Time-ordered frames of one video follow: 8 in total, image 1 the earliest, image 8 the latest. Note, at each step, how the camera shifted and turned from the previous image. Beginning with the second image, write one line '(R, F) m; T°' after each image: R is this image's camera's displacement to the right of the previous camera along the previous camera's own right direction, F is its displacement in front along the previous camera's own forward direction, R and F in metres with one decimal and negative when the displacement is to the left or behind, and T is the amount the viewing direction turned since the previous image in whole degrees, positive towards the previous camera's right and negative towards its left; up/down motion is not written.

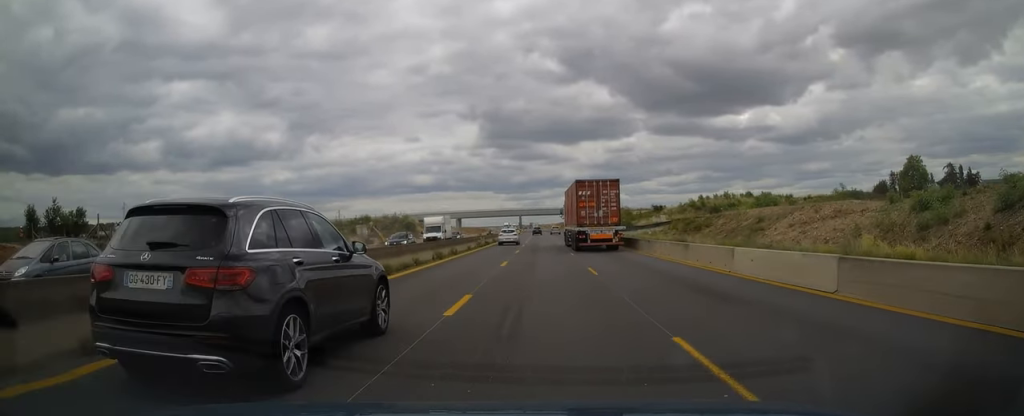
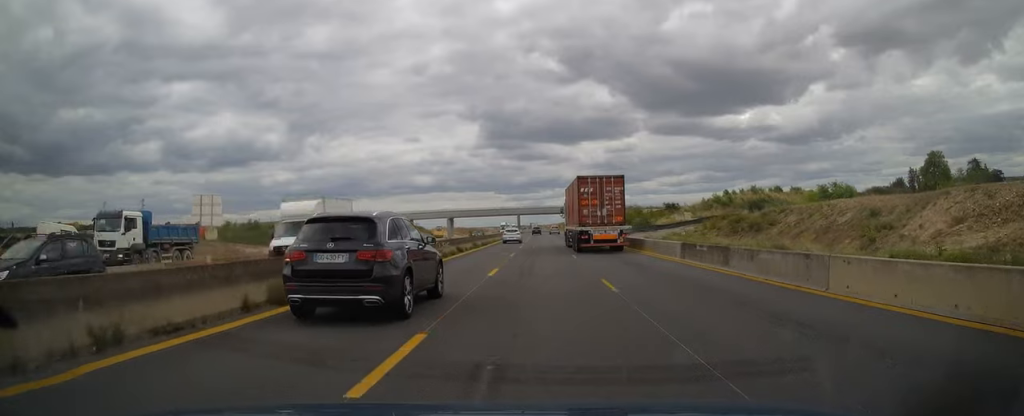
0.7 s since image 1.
(0.0, +17.8) m; 0°
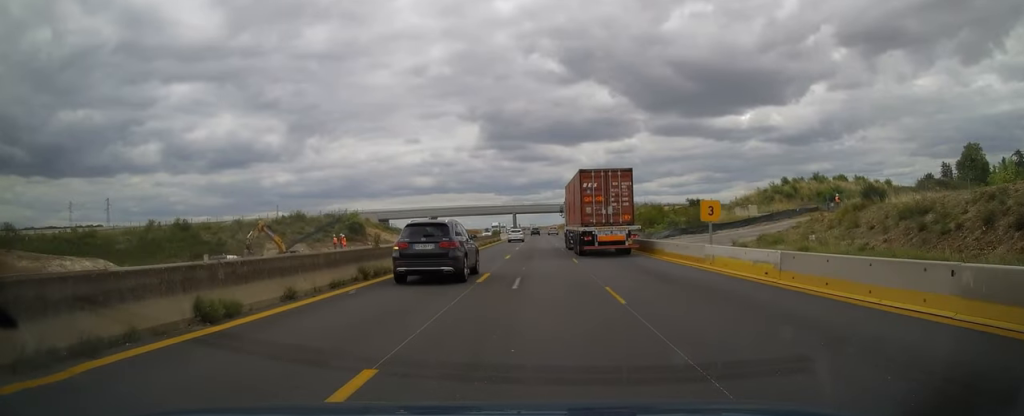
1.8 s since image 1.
(0.0, +27.9) m; 0°
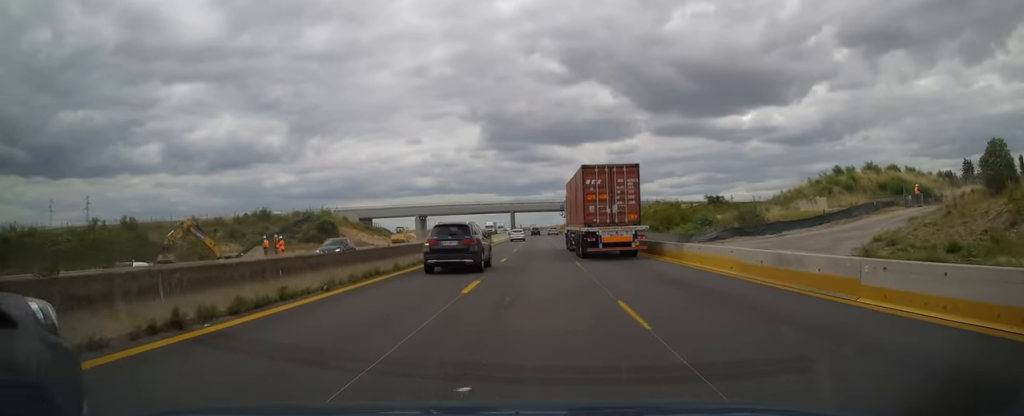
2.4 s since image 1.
(0.0, +15.6) m; 0°
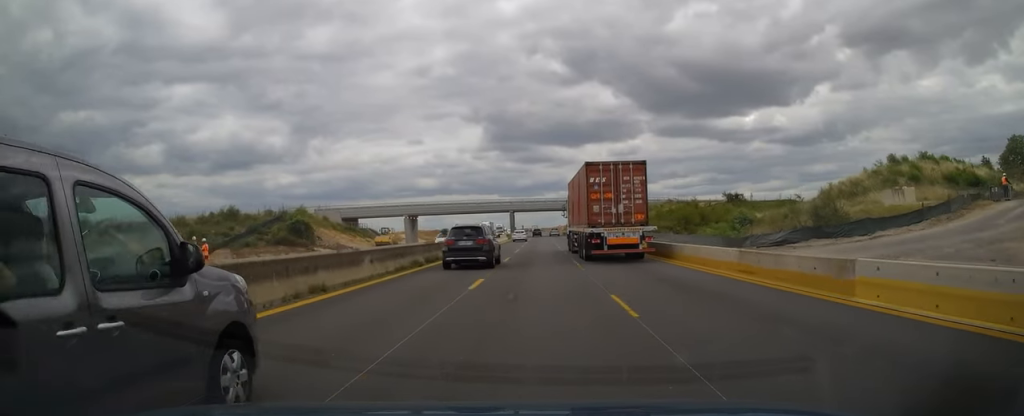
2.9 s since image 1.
(0.0, +11.8) m; 0°
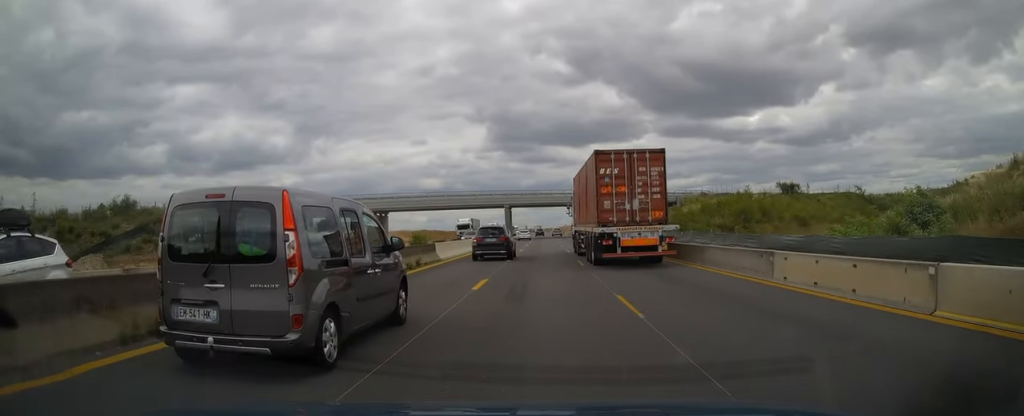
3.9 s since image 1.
(-0.2, +26.1) m; 0°
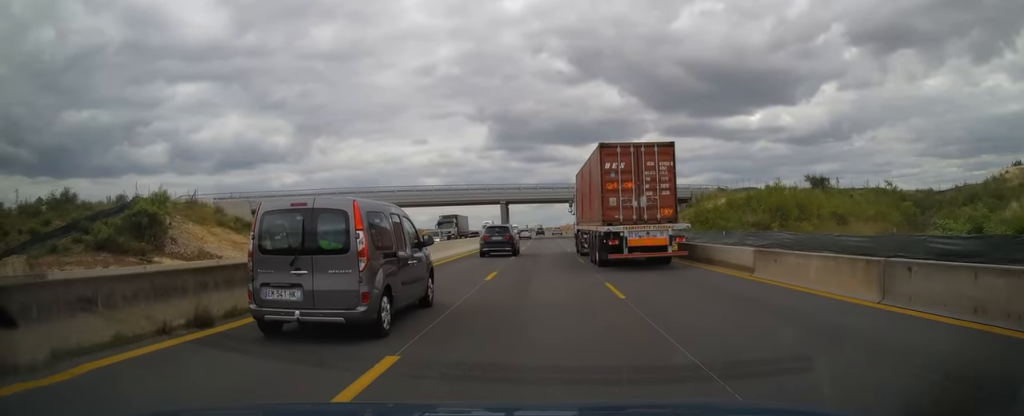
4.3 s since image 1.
(0.0, +10.6) m; 0°
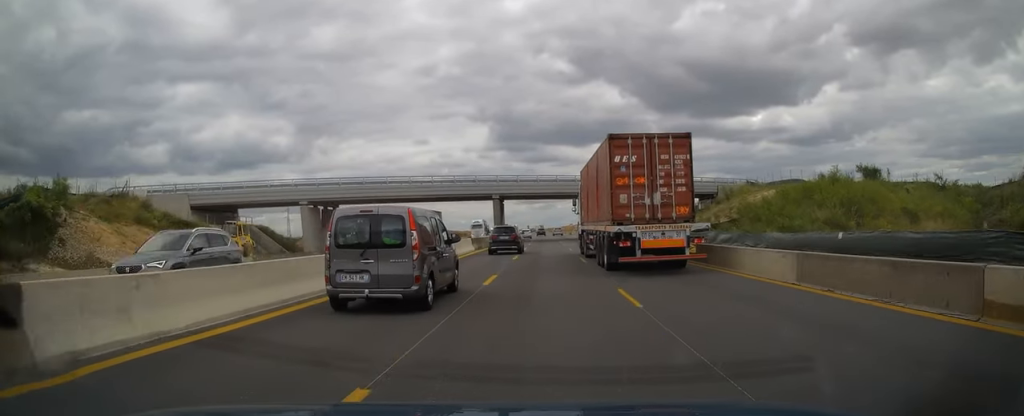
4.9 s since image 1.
(0.0, +14.4) m; 0°
